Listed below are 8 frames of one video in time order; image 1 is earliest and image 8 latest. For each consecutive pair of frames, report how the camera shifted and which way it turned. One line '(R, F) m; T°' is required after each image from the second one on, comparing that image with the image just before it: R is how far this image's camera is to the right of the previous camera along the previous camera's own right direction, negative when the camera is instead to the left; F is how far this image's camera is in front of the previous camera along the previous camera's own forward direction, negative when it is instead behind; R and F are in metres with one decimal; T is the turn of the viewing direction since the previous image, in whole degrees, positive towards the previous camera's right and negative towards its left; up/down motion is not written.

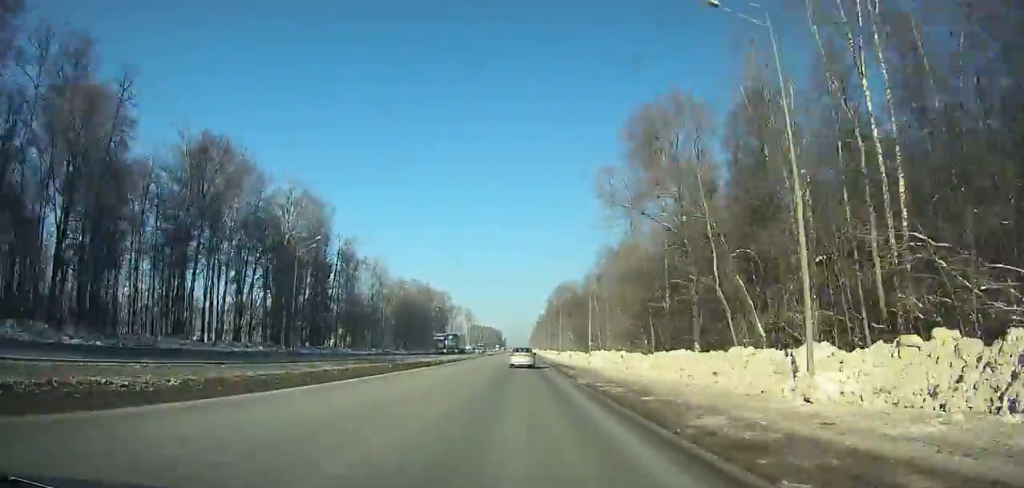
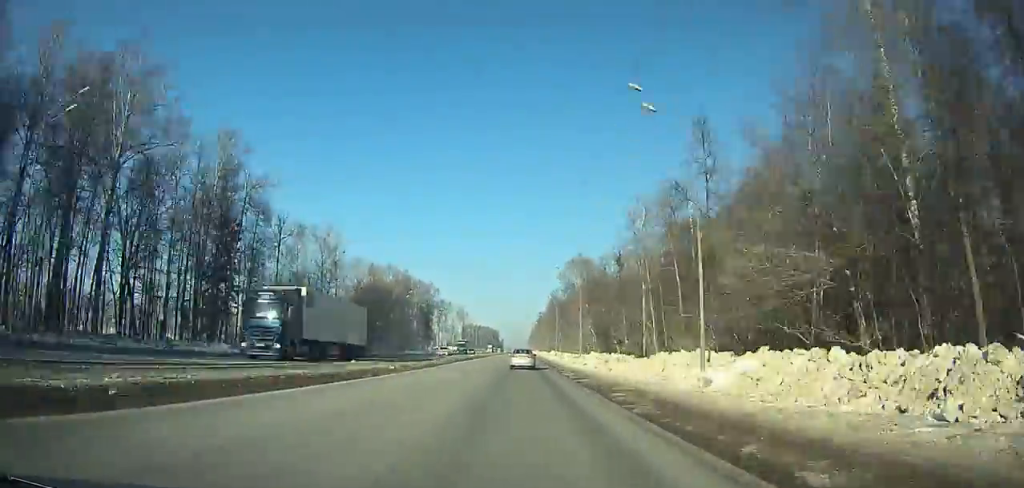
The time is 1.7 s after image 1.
(-0.1, +38.7) m; 0°
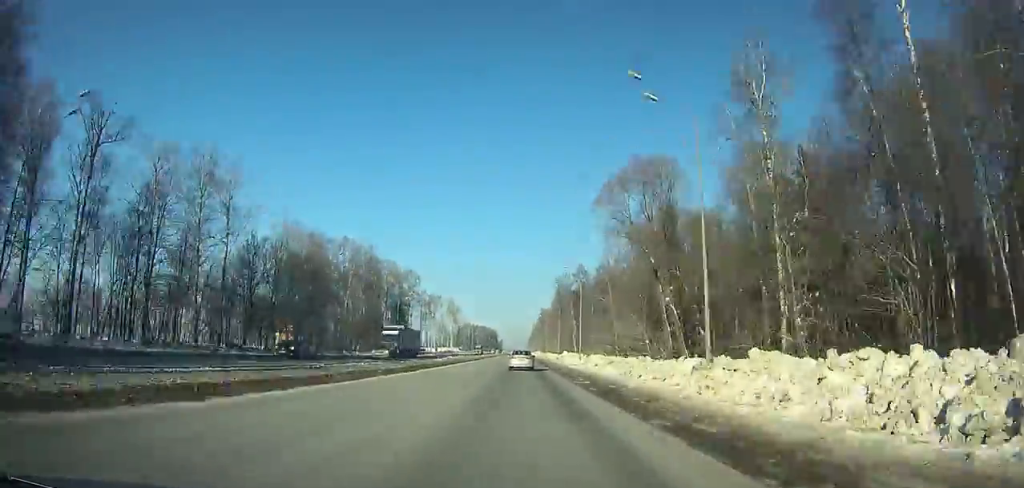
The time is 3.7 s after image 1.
(0.0, +46.3) m; 0°
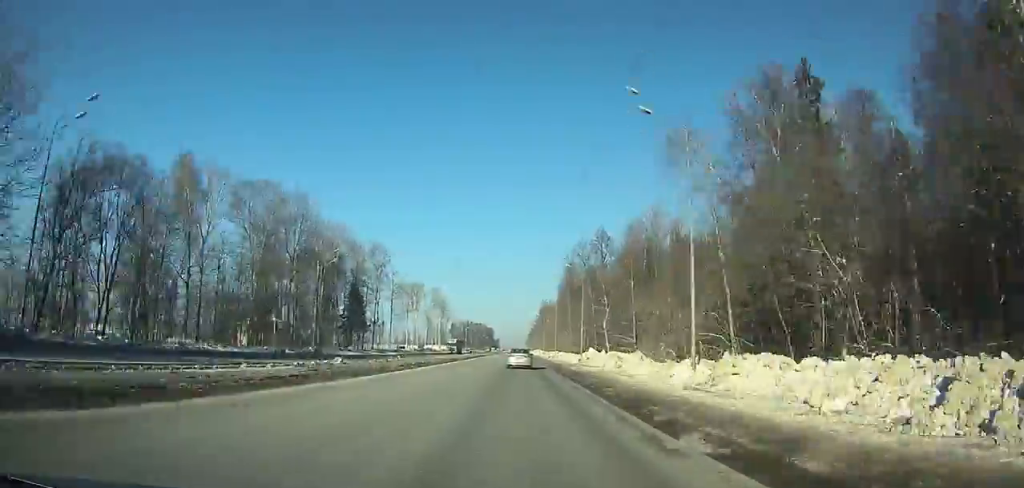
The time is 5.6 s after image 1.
(+0.1, +44.4) m; 0°
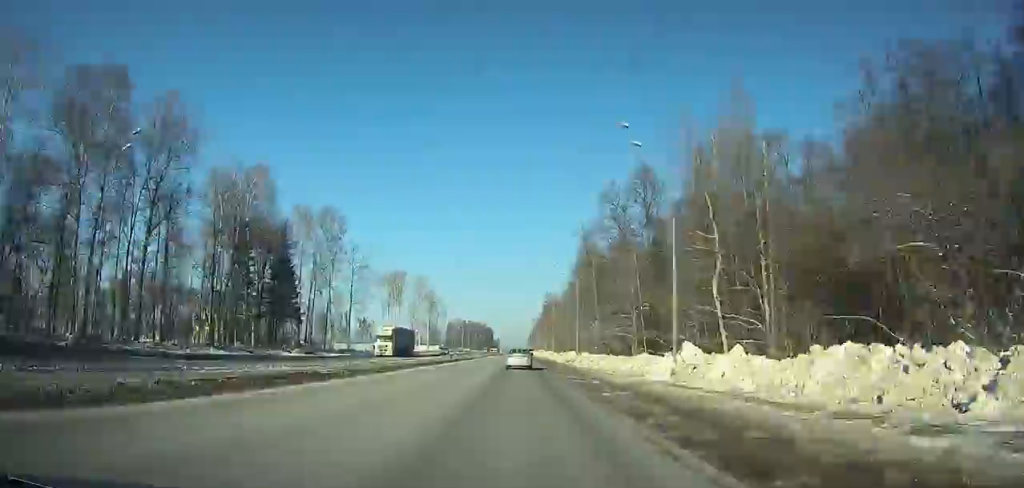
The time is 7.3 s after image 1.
(+0.1, +40.1) m; 0°
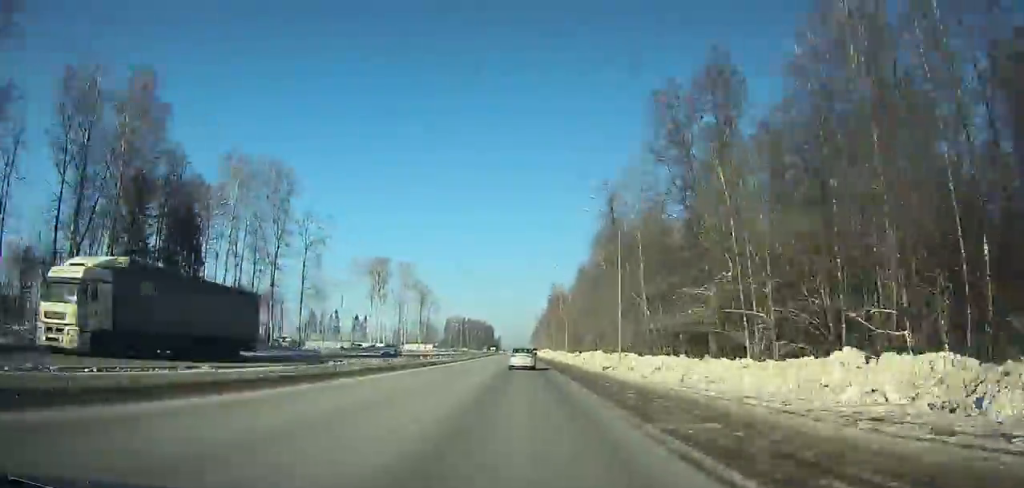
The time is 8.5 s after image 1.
(0.0, +28.3) m; 0°
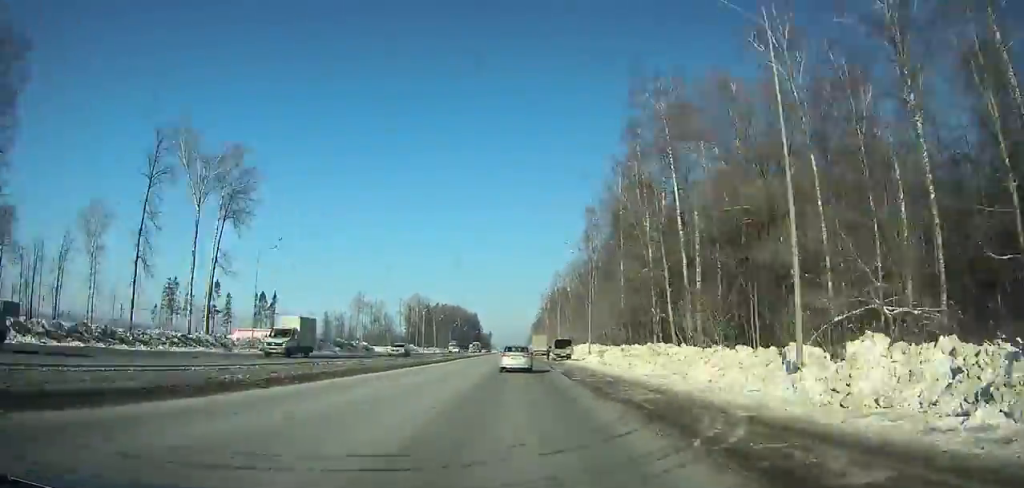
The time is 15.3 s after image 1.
(0.0, +159.0) m; 0°
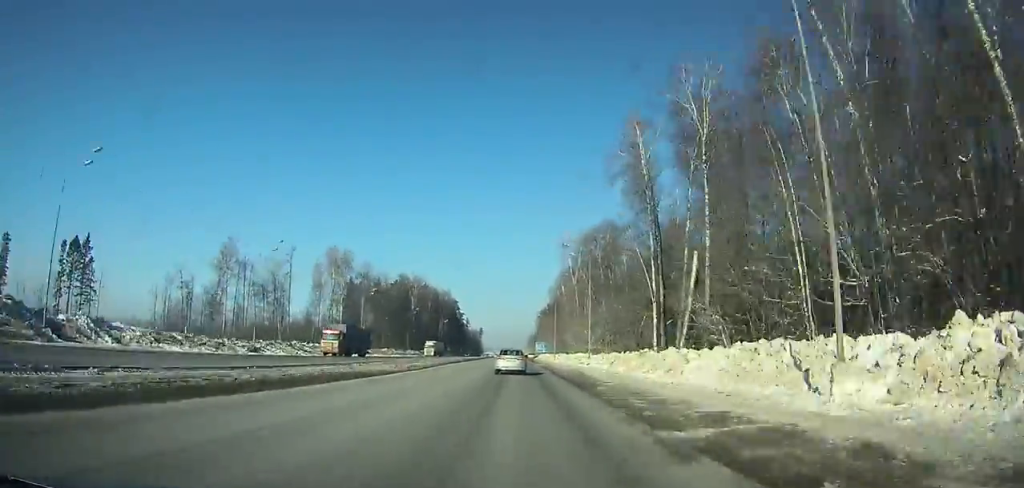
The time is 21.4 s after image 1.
(-0.1, +136.1) m; 0°
